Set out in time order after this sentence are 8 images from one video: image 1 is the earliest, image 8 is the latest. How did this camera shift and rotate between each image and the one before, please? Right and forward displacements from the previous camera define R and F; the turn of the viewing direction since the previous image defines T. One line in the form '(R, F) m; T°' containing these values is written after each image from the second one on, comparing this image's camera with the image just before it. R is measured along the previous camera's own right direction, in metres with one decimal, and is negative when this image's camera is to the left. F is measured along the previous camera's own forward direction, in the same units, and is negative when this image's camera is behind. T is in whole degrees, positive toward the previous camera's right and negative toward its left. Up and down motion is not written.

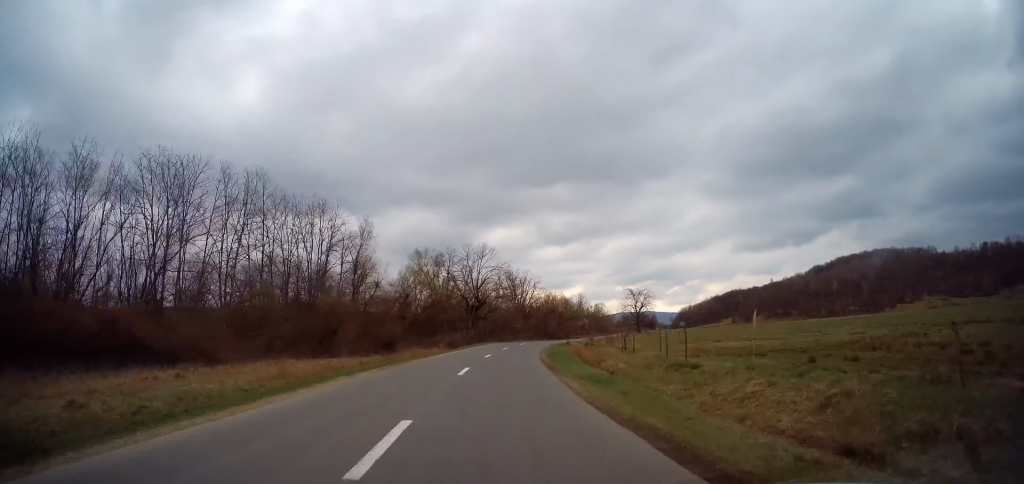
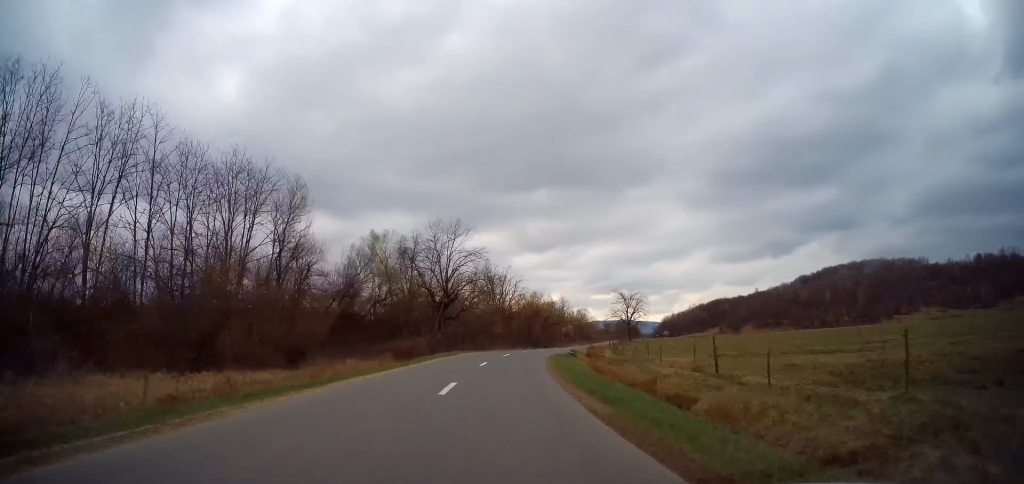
(+0.3, +16.8) m; +3°
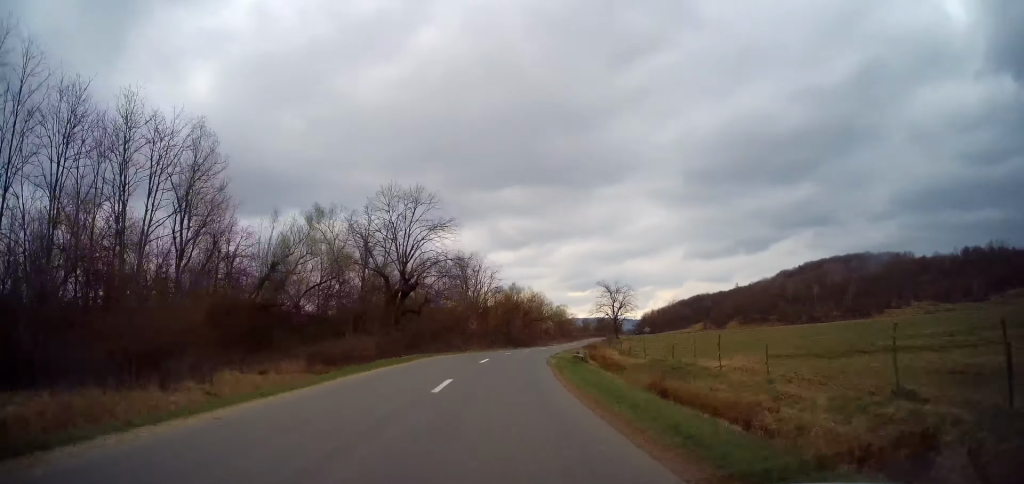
(+0.2, +12.4) m; +3°
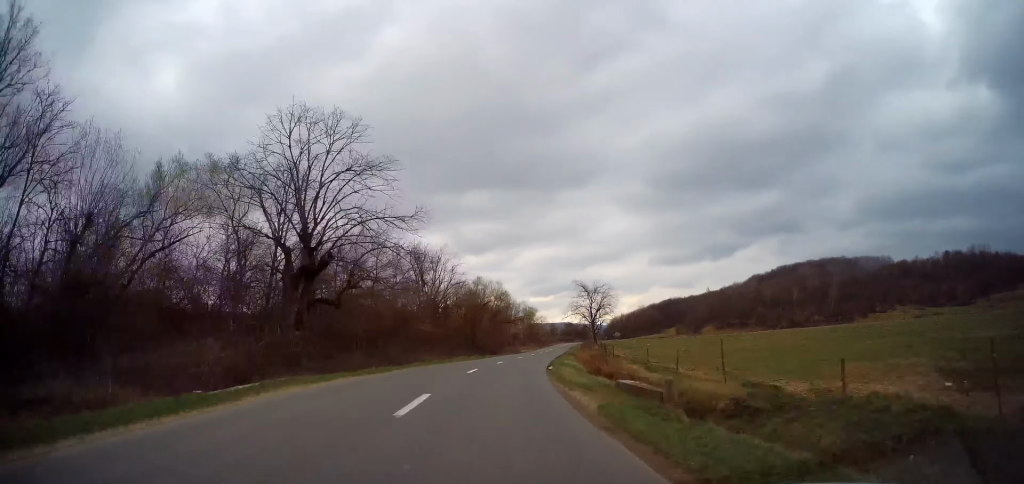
(+0.5, +15.1) m; +4°
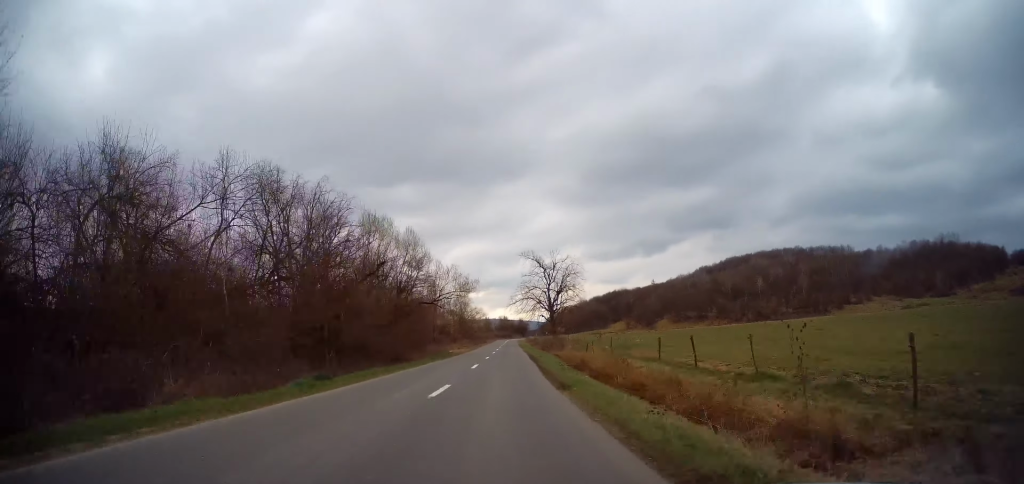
(+2.1, +32.2) m; +6°
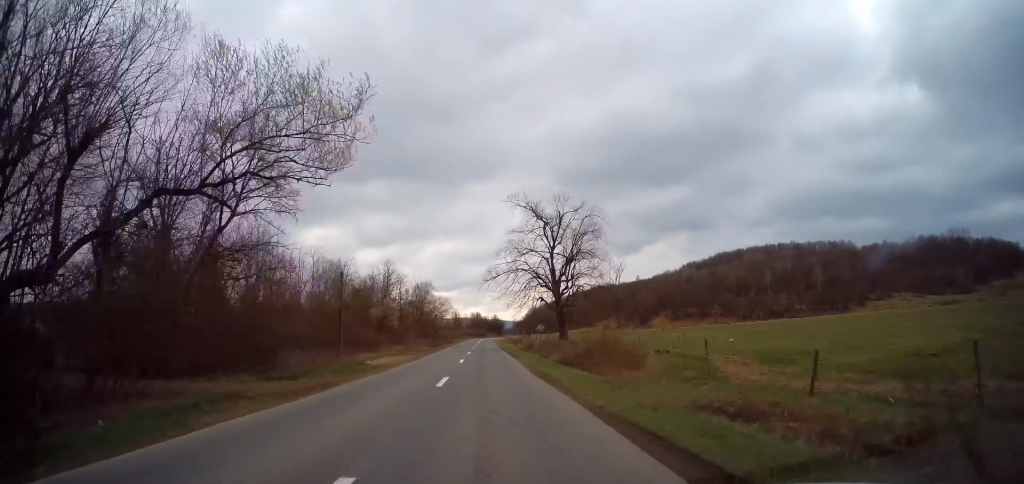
(+1.1, +32.7) m; +3°
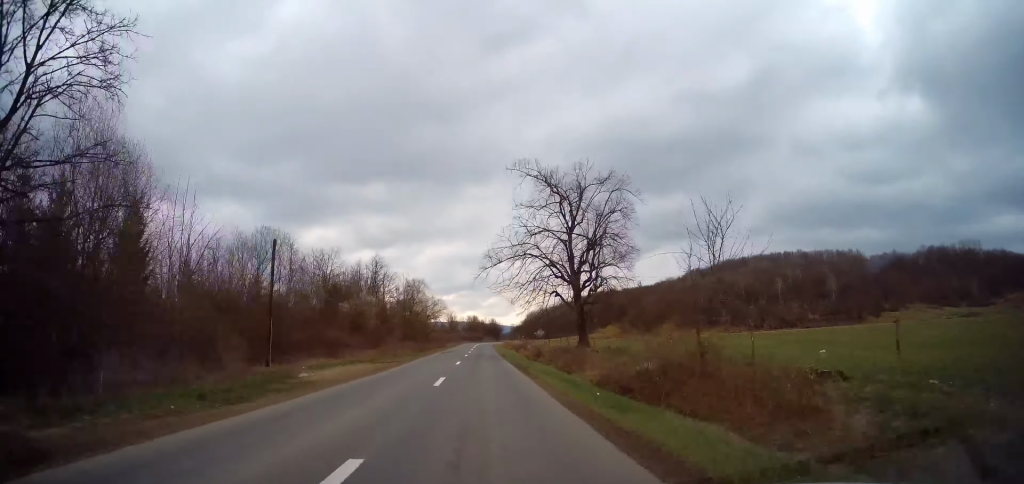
(+0.2, +11.1) m; 0°
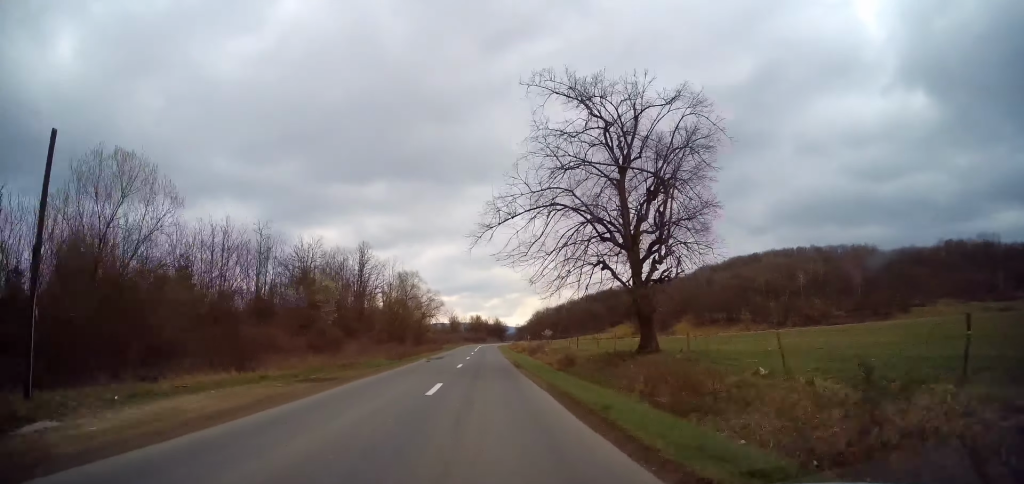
(-0.1, +14.2) m; -1°
